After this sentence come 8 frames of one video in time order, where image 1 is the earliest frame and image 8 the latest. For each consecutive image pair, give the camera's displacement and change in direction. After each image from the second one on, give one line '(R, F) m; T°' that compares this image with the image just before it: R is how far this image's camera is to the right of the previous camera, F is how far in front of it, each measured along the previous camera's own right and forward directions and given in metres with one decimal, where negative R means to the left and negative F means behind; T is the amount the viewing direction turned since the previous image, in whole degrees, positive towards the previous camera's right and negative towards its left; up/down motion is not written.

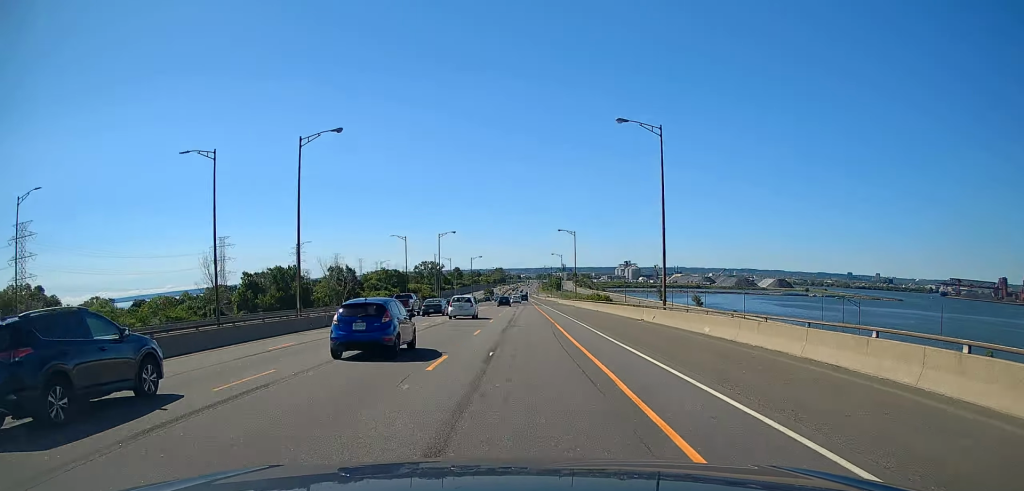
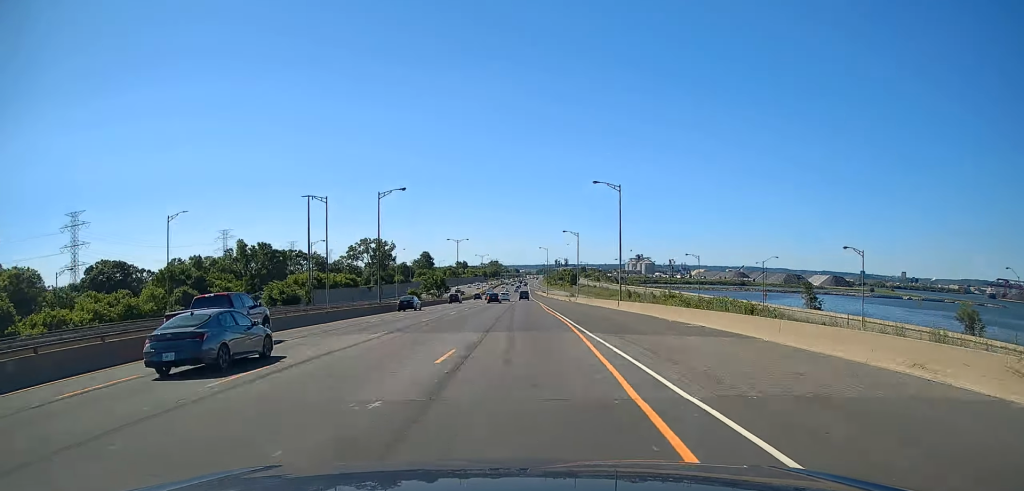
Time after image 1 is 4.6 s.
(+0.3, +178.0) m; 0°
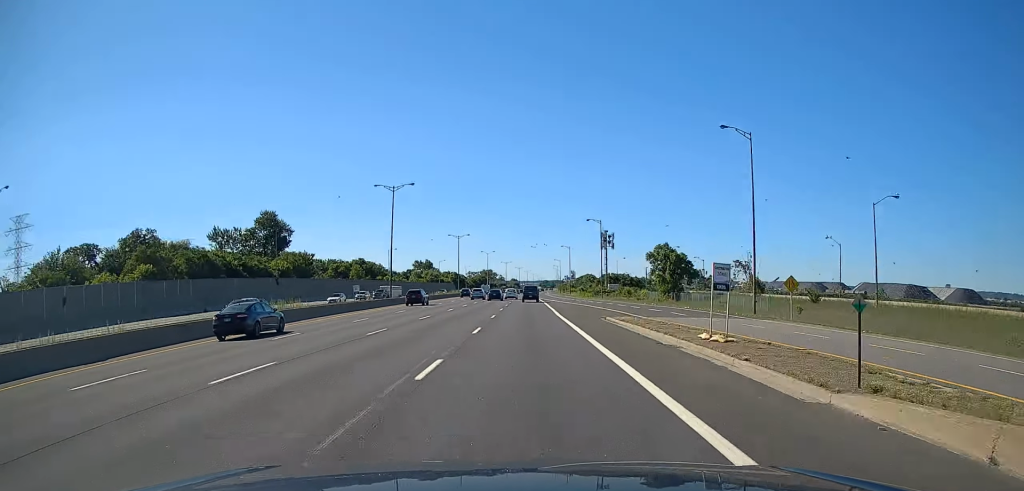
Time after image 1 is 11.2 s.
(-0.4, +253.0) m; 0°
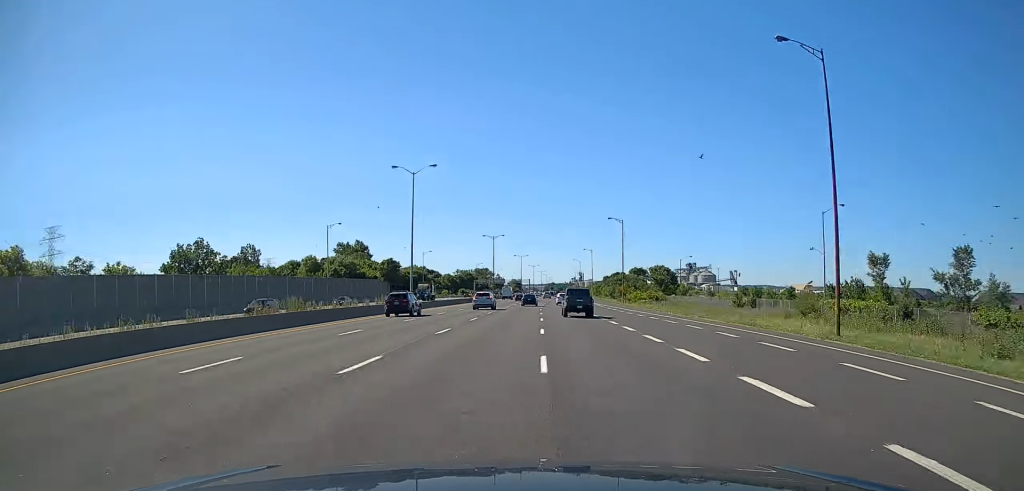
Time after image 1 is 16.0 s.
(-0.3, +175.2) m; +1°
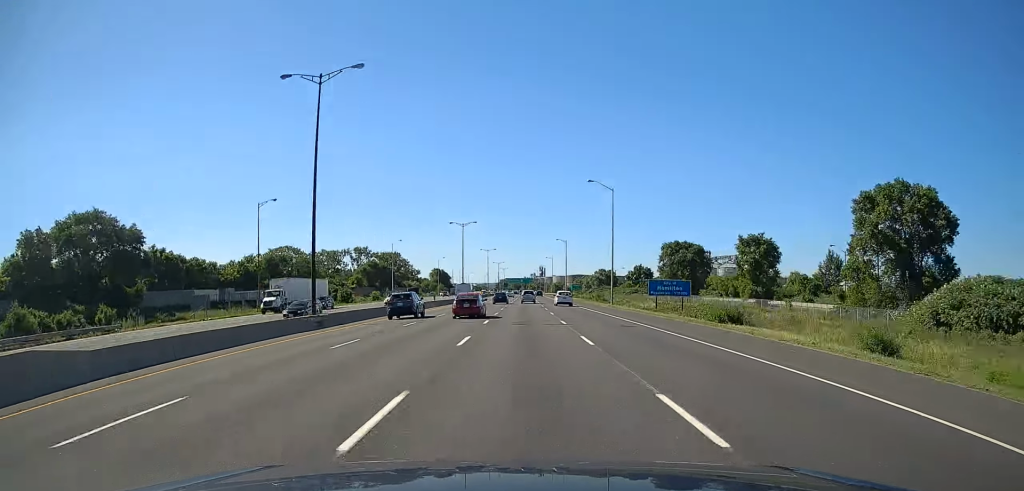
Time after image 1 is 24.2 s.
(+9.3, +304.6) m; +2°
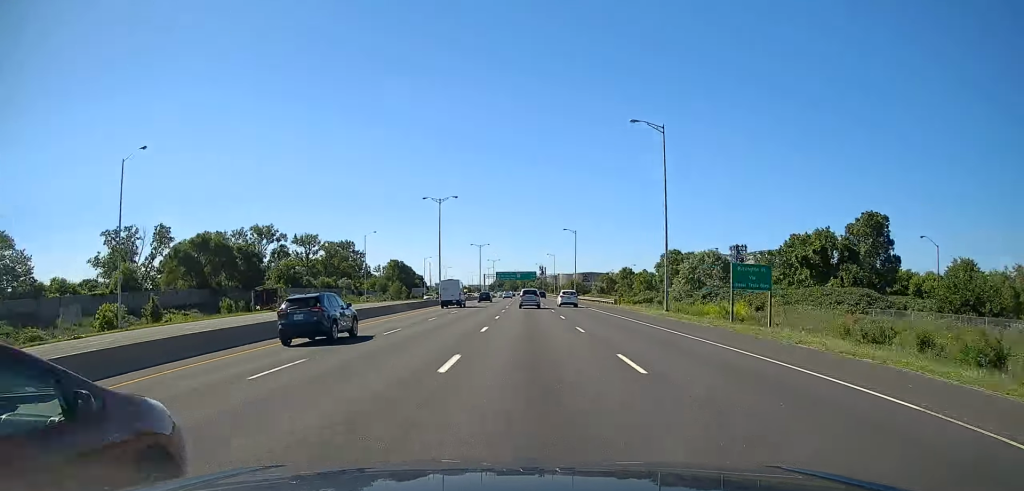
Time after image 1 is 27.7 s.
(+0.2, +126.5) m; 0°
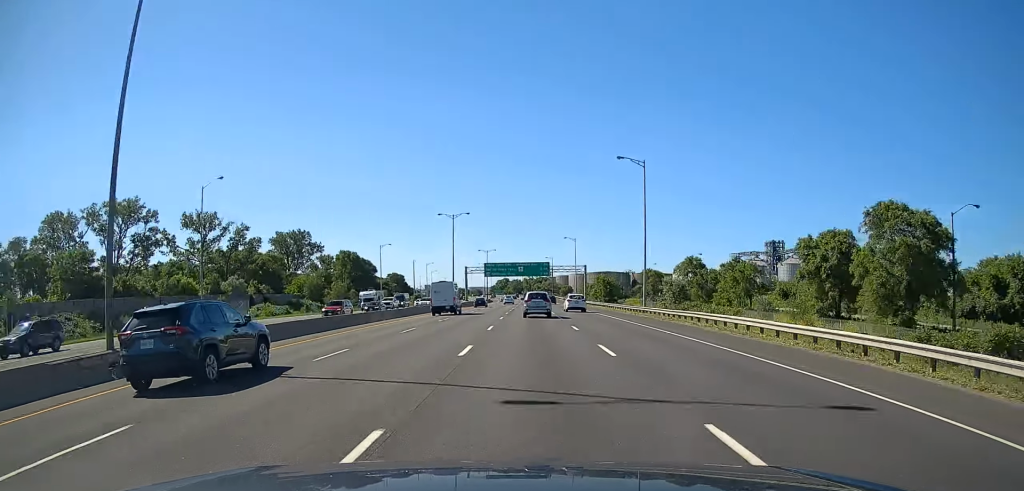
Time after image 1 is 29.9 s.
(0.0, +80.0) m; -1°
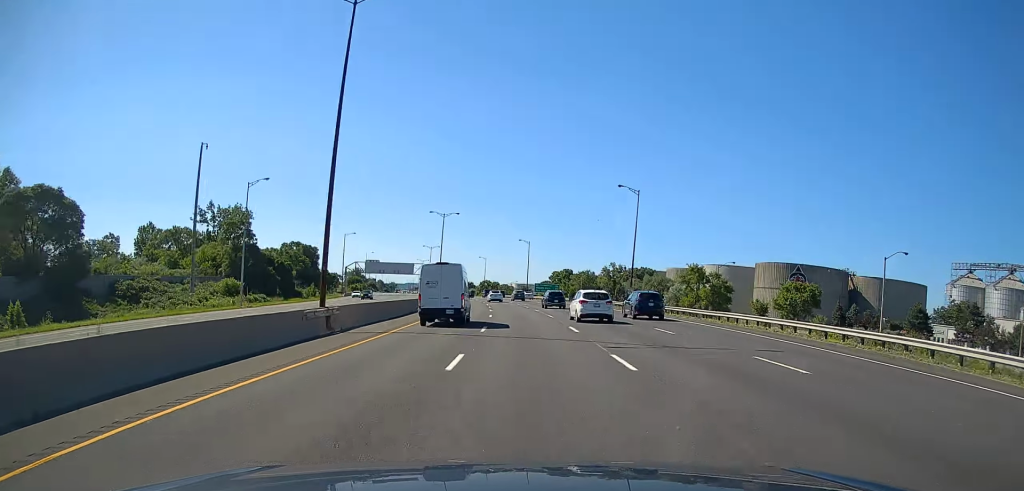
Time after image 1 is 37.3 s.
(-7.8, +265.0) m; -7°
